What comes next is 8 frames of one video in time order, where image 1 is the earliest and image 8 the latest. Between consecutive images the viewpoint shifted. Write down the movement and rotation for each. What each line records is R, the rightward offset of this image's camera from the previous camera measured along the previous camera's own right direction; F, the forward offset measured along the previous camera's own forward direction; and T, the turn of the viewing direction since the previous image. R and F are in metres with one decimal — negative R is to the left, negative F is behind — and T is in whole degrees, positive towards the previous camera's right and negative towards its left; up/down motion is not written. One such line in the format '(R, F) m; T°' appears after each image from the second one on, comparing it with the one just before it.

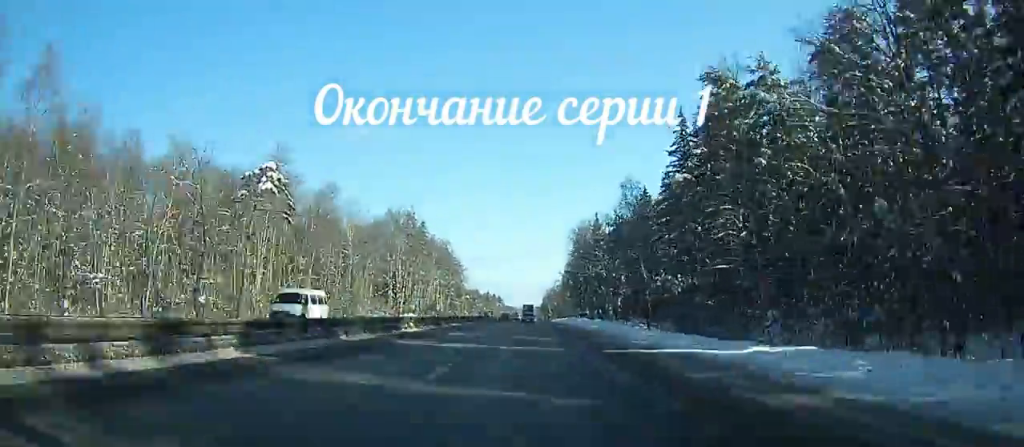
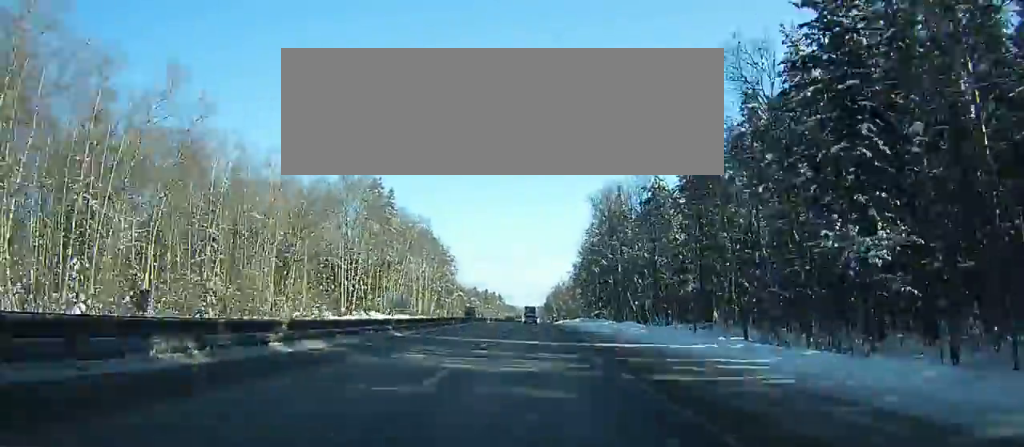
(+0.1, +37.4) m; 0°
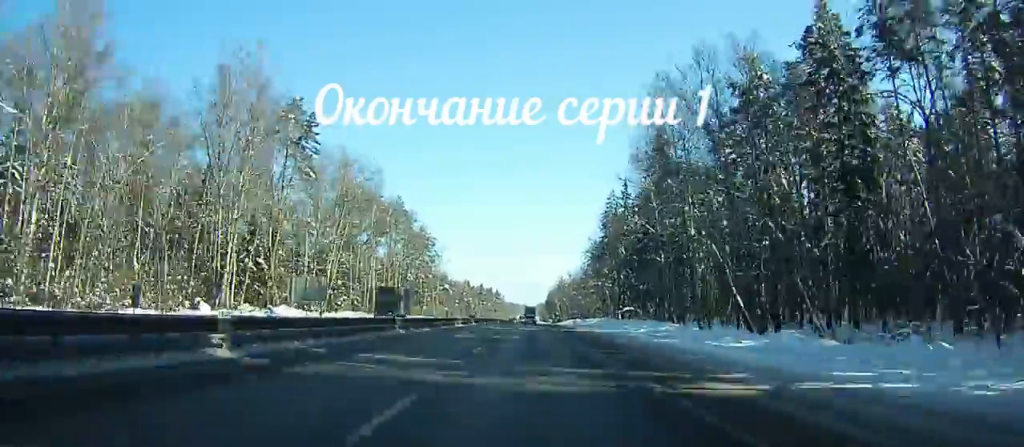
(-0.1, +39.8) m; 0°
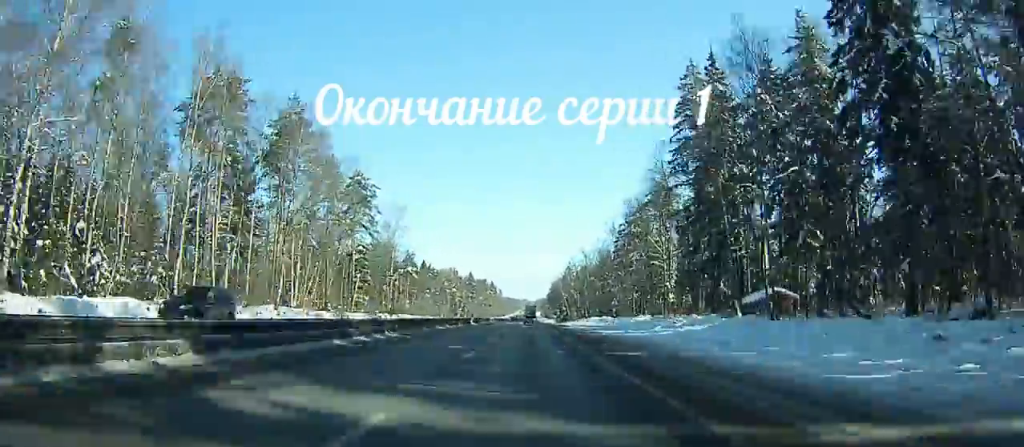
(+0.1, +61.1) m; 0°
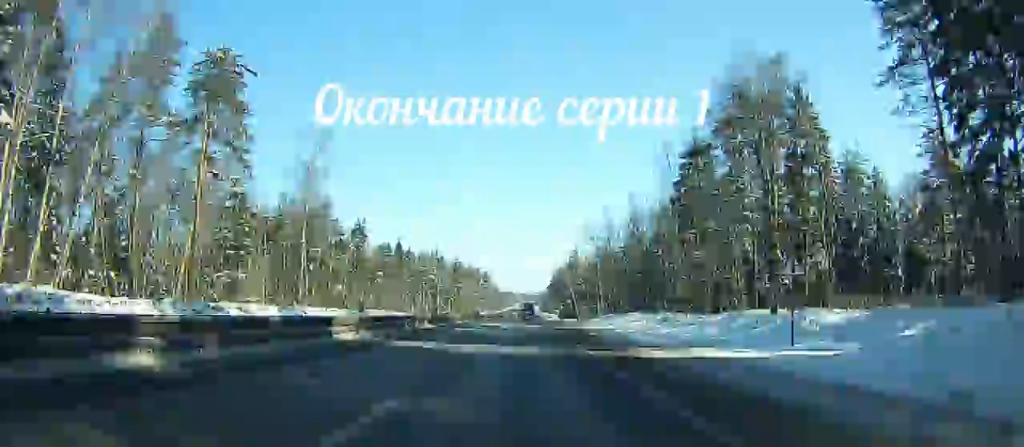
(0.0, +47.0) m; 0°
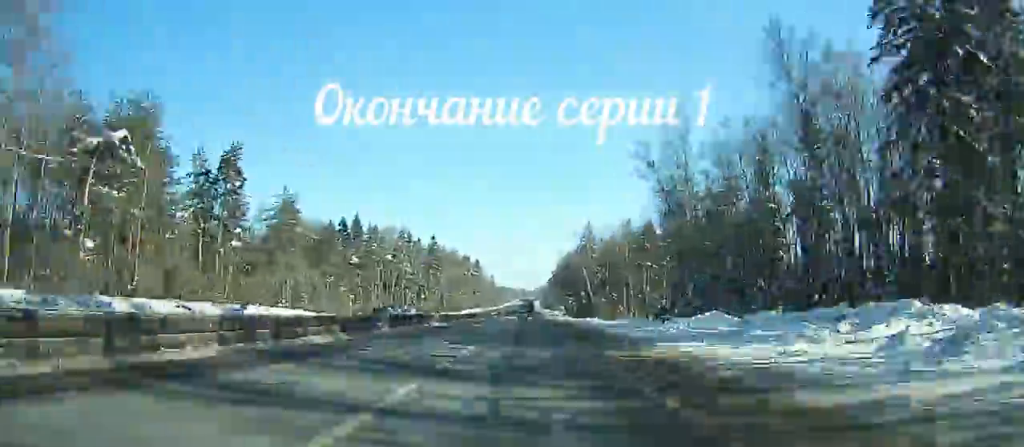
(-0.1, +51.9) m; 0°
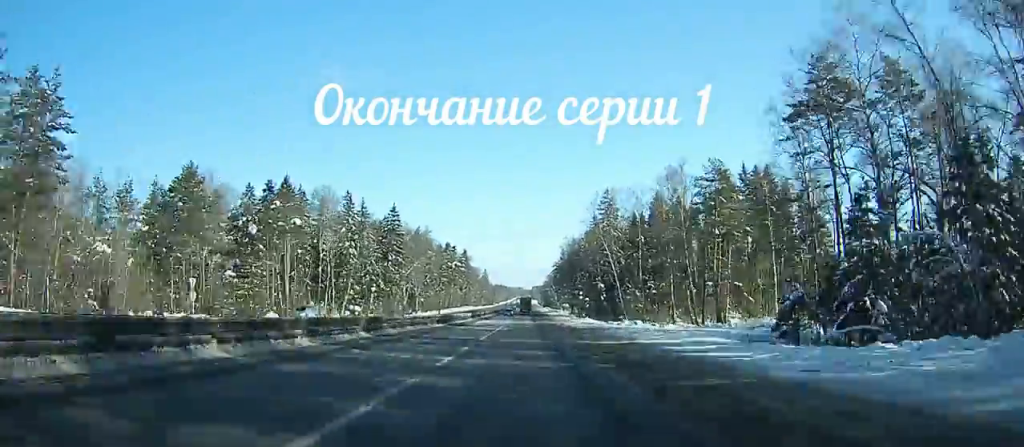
(+0.2, +47.4) m; 0°
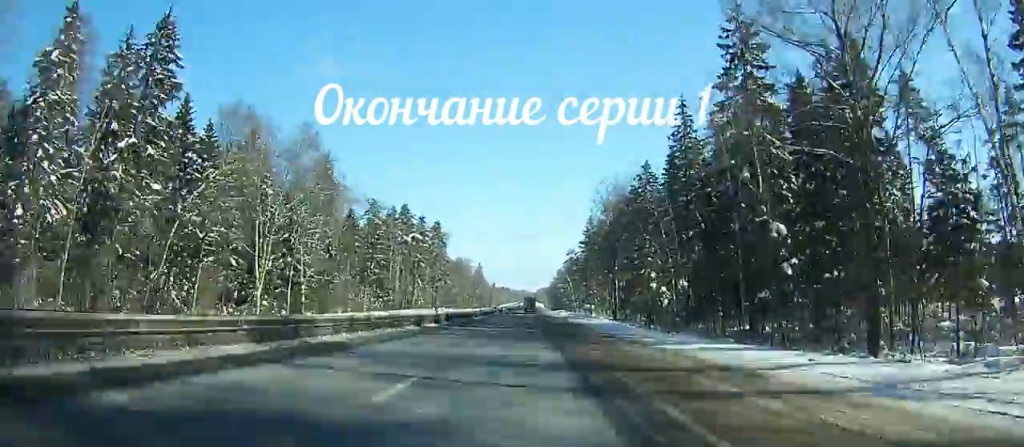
(-0.2, +83.1) m; 0°
